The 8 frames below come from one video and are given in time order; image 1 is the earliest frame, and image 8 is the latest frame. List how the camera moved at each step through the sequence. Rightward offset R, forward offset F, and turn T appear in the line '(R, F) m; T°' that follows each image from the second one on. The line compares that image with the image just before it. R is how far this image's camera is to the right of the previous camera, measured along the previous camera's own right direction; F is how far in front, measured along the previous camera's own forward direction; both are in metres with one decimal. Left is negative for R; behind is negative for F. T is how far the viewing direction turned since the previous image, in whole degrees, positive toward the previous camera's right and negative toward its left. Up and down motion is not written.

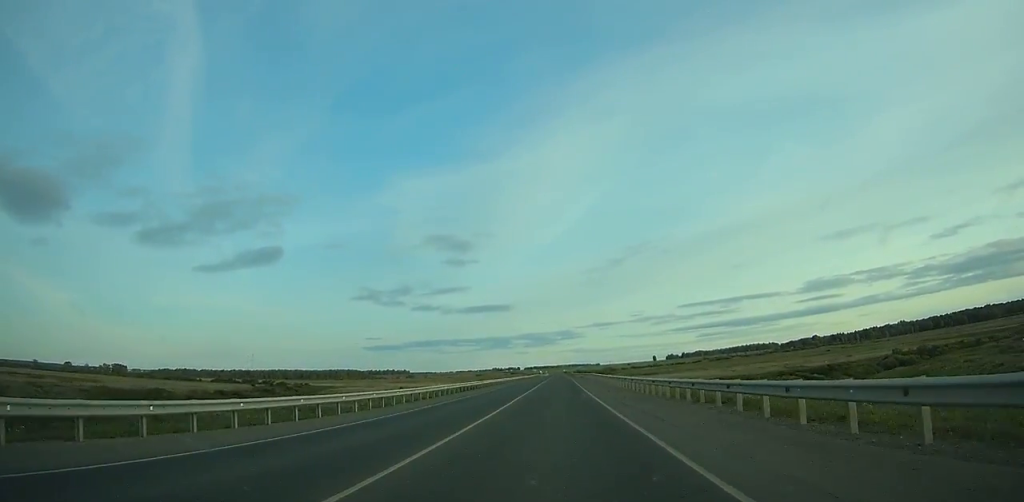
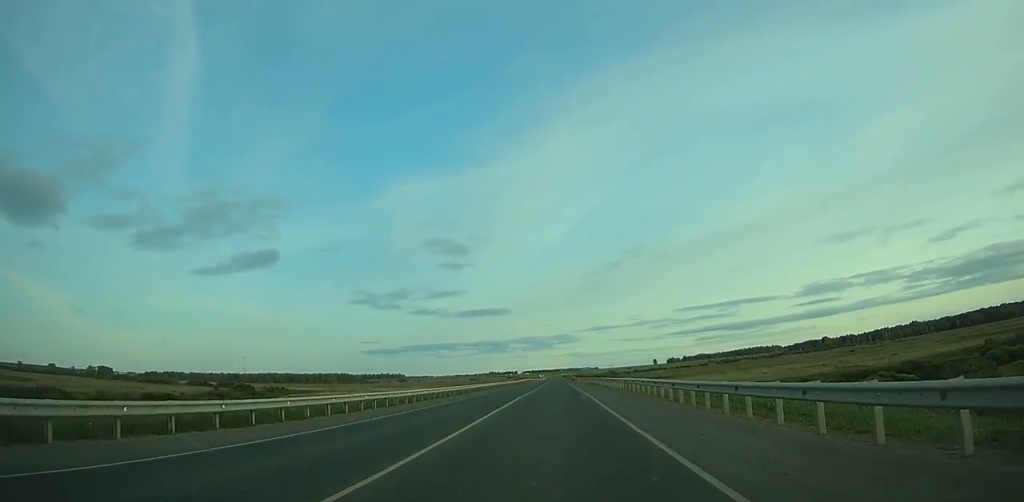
(-0.1, +39.9) m; 0°
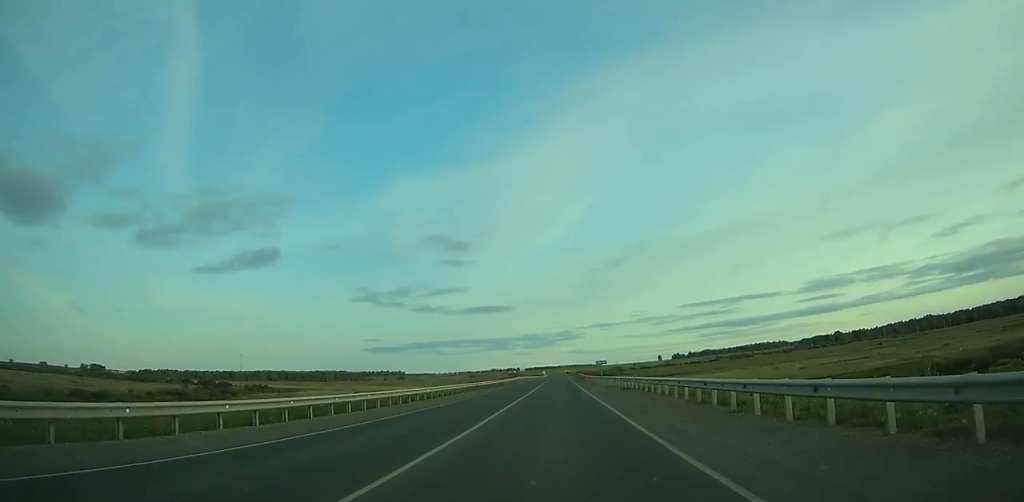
(0.0, +33.0) m; 0°
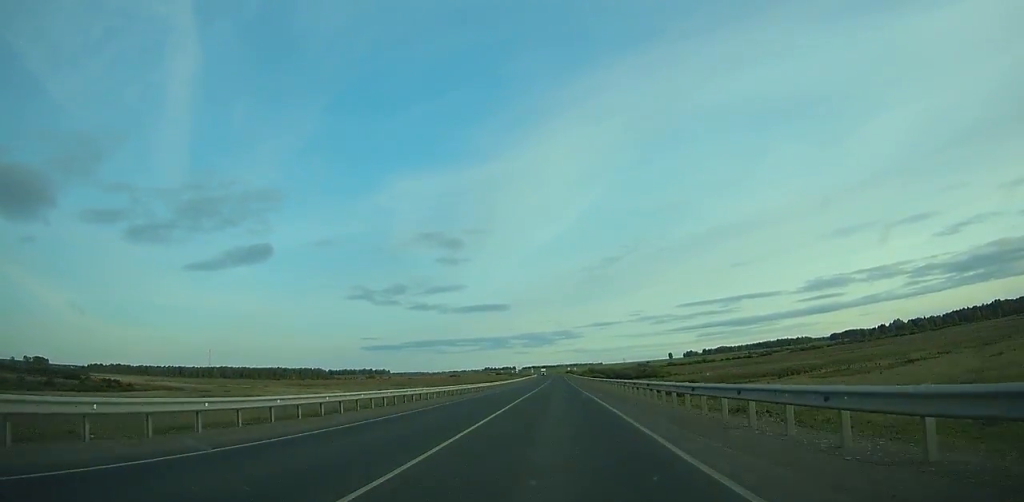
(-0.2, +172.4) m; 0°
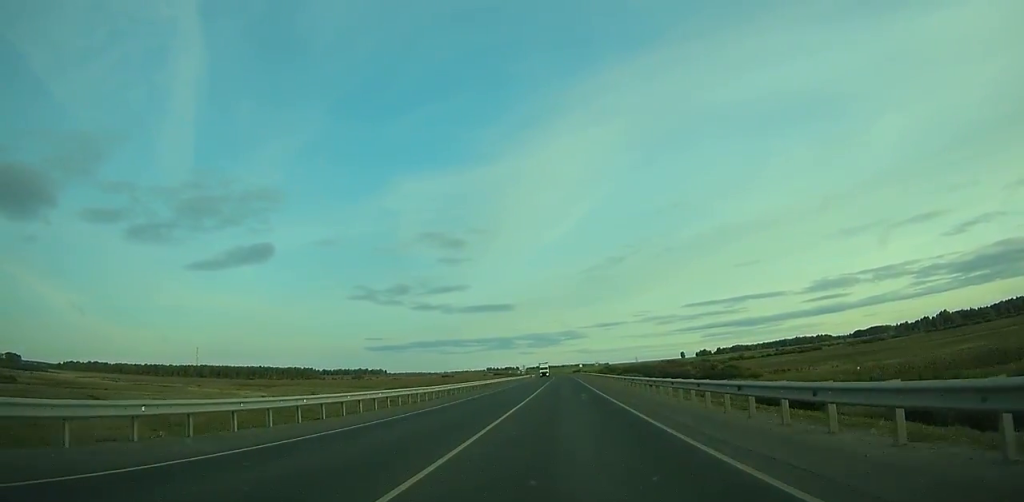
(-0.2, +90.0) m; 0°
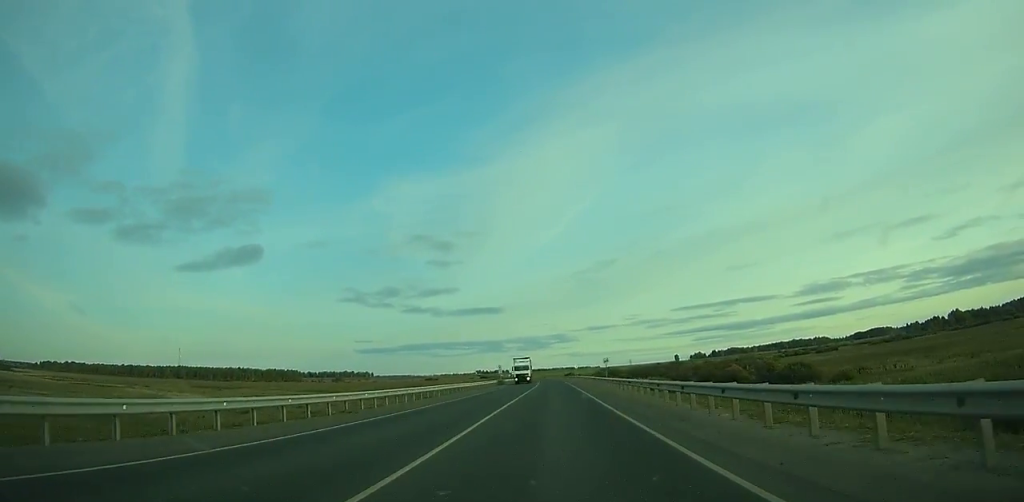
(+0.1, +39.7) m; 0°
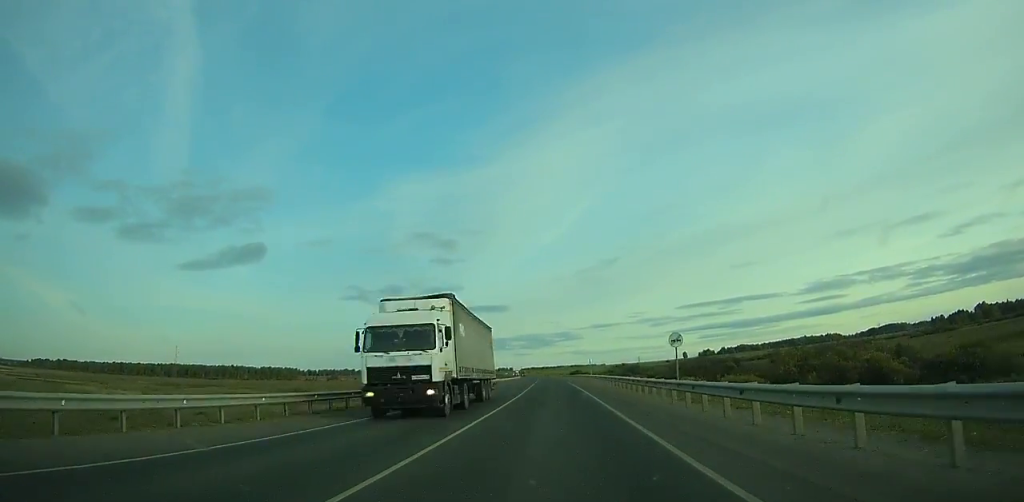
(+0.2, +37.6) m; 0°
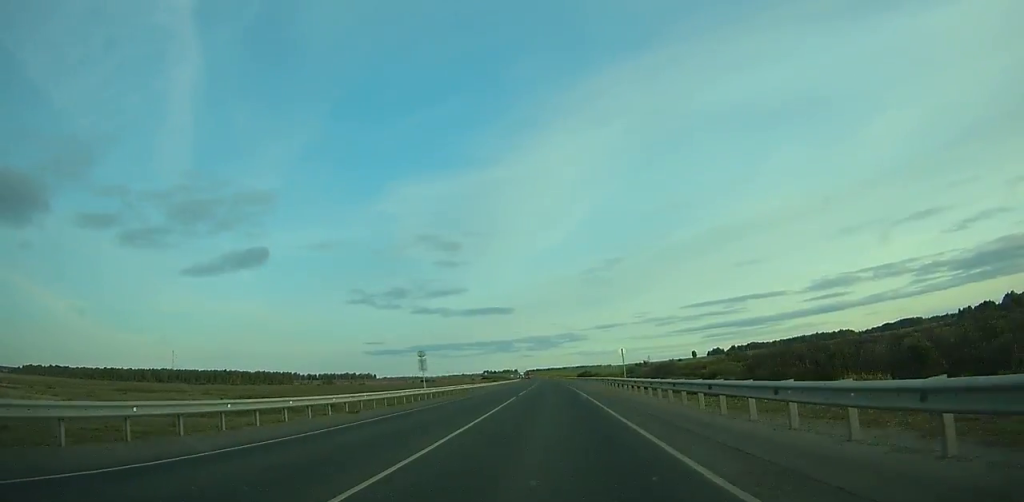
(0.0, +37.8) m; 0°
